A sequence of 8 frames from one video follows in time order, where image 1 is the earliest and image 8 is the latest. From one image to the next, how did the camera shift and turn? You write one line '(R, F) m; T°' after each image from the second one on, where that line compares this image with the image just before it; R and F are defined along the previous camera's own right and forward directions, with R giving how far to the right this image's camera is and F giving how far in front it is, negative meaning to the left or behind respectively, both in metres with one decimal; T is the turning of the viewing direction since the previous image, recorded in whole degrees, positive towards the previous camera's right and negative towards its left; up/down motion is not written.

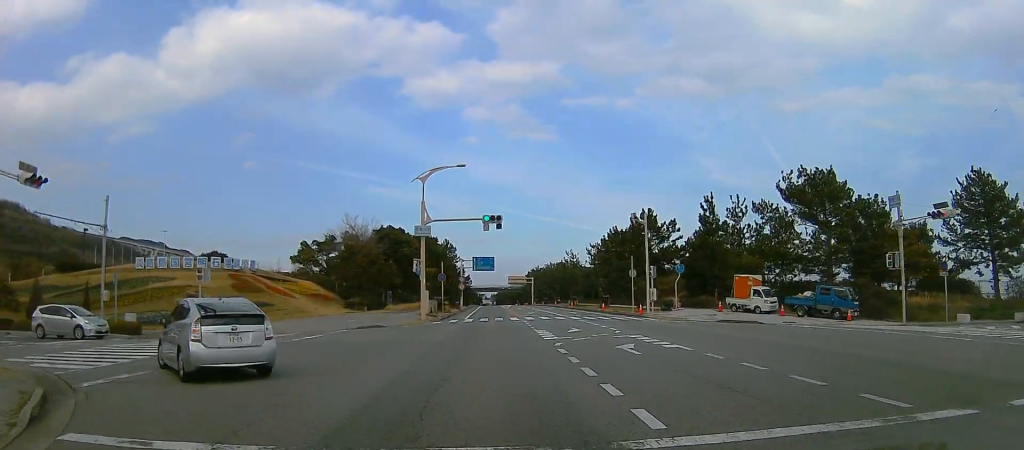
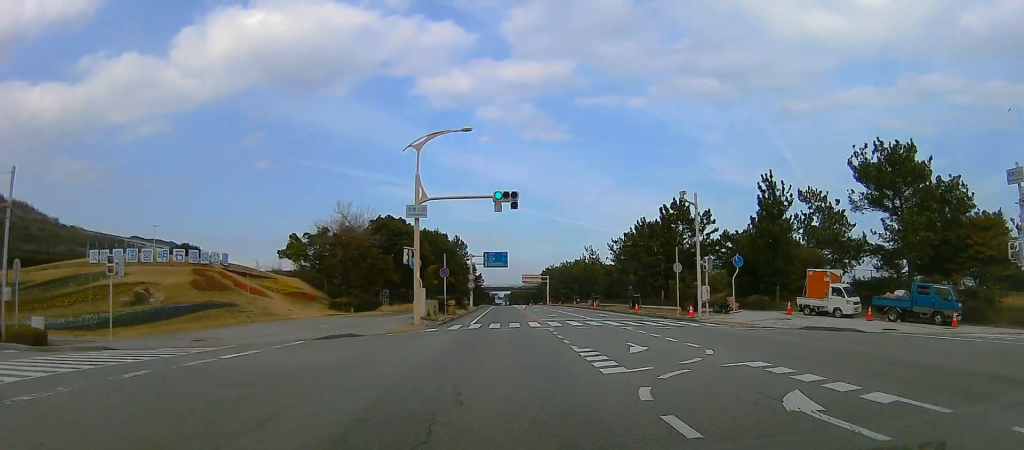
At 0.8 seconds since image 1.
(-0.3, +8.6) m; -2°
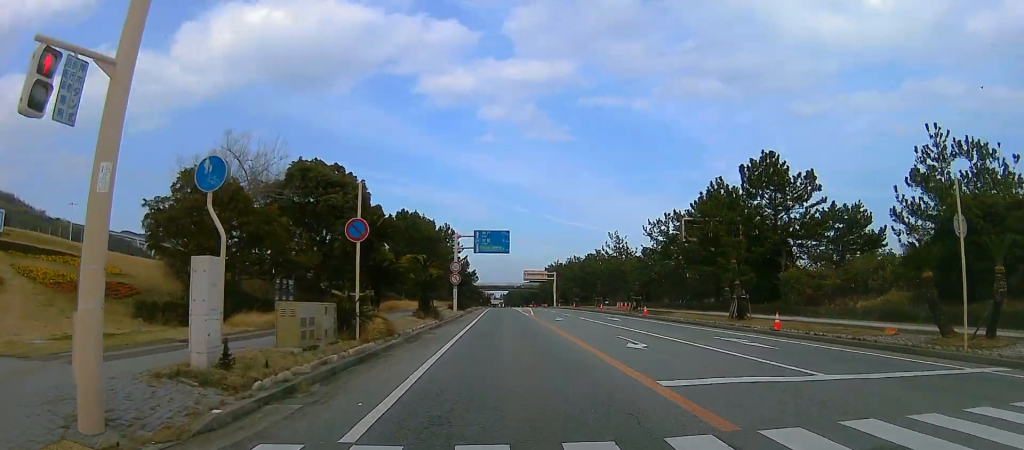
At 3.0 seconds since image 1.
(0.0, +24.2) m; +3°
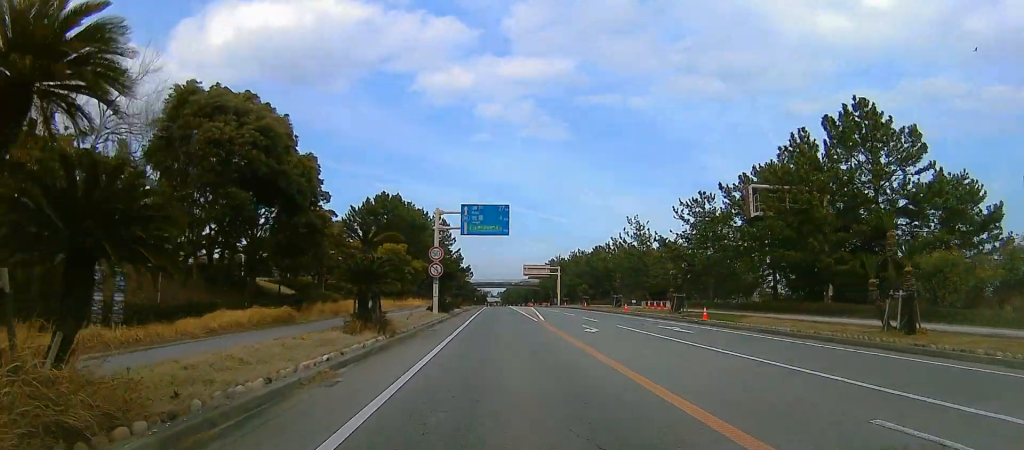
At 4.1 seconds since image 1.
(+0.7, +13.5) m; +1°
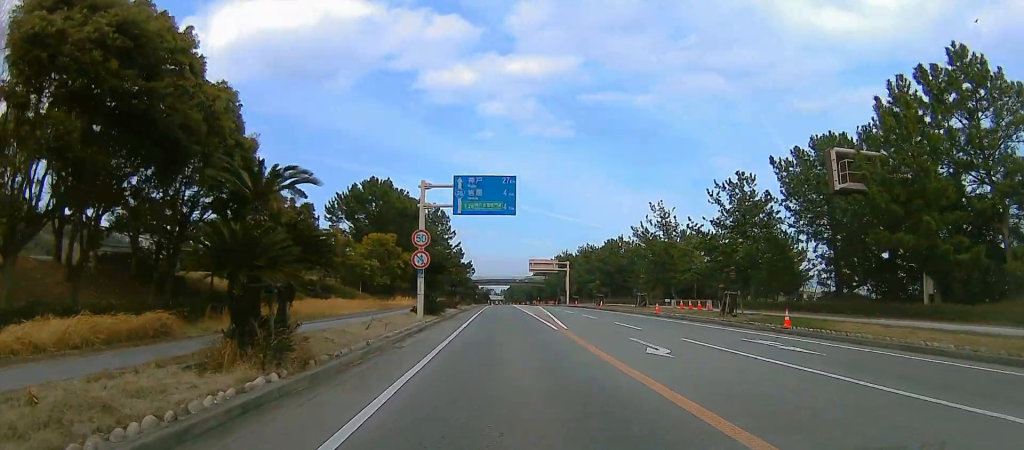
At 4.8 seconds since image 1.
(-0.2, +8.7) m; -1°
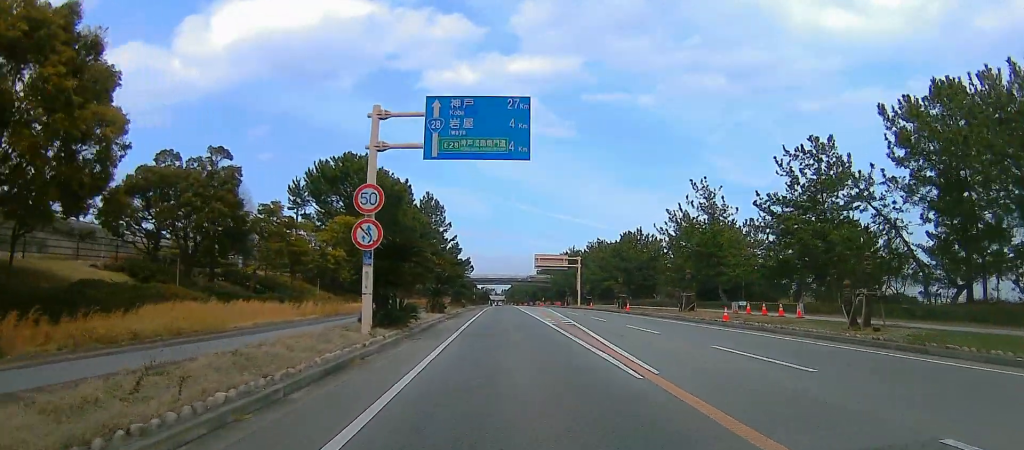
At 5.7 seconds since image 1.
(-0.3, +12.1) m; 0°
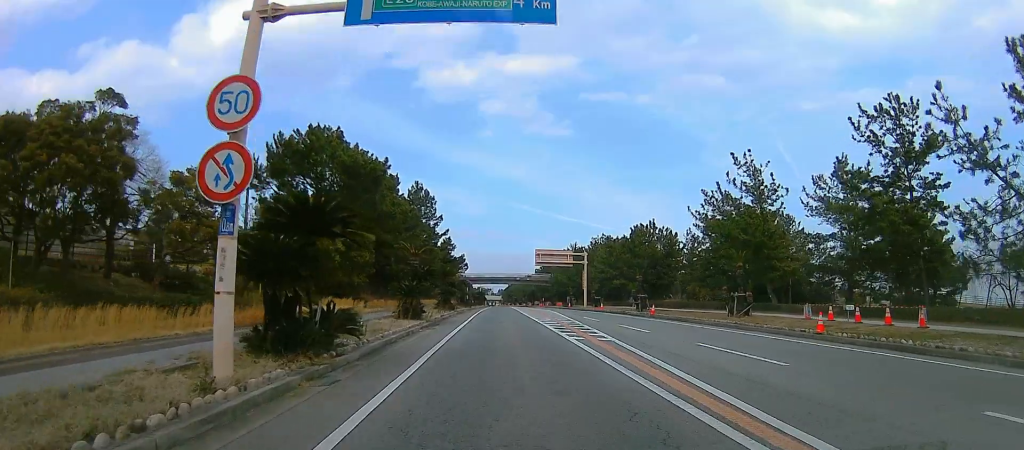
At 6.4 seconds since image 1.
(+0.2, +8.9) m; +1°
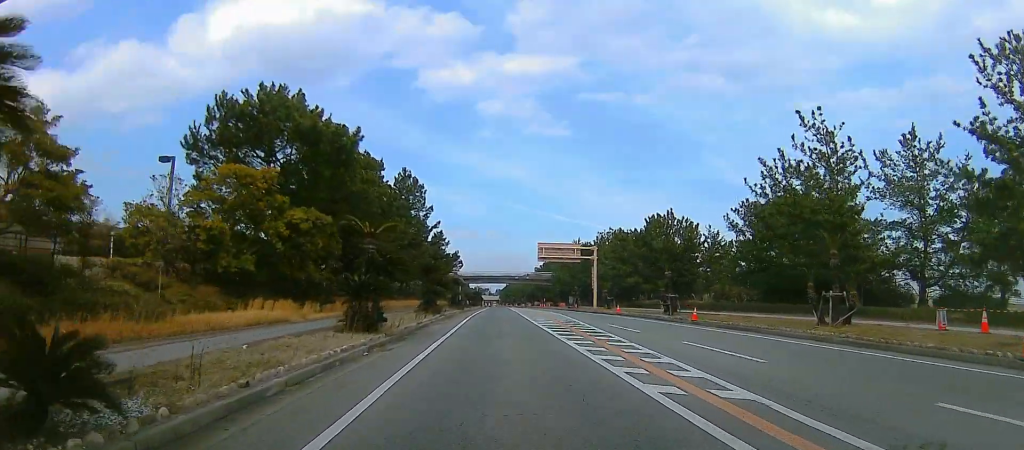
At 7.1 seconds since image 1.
(0.0, +9.1) m; -1°
